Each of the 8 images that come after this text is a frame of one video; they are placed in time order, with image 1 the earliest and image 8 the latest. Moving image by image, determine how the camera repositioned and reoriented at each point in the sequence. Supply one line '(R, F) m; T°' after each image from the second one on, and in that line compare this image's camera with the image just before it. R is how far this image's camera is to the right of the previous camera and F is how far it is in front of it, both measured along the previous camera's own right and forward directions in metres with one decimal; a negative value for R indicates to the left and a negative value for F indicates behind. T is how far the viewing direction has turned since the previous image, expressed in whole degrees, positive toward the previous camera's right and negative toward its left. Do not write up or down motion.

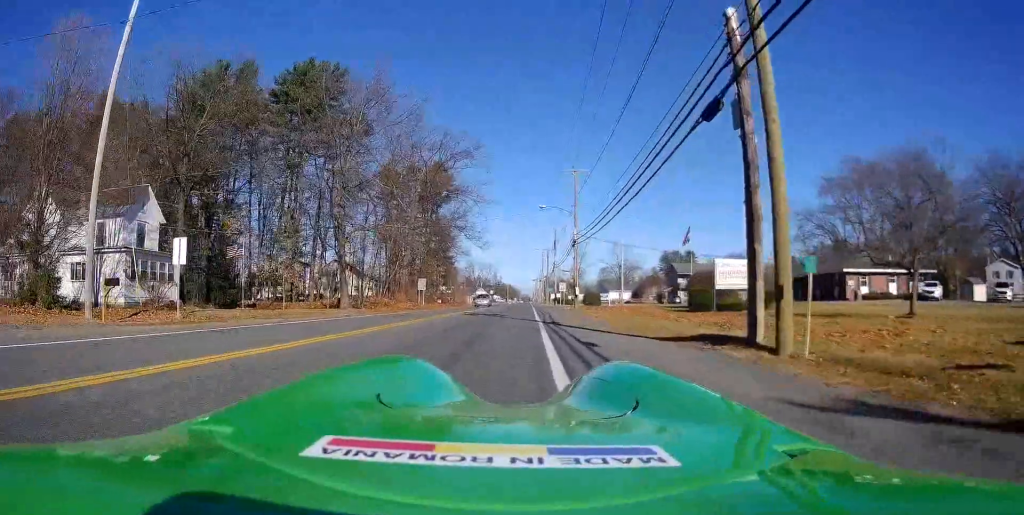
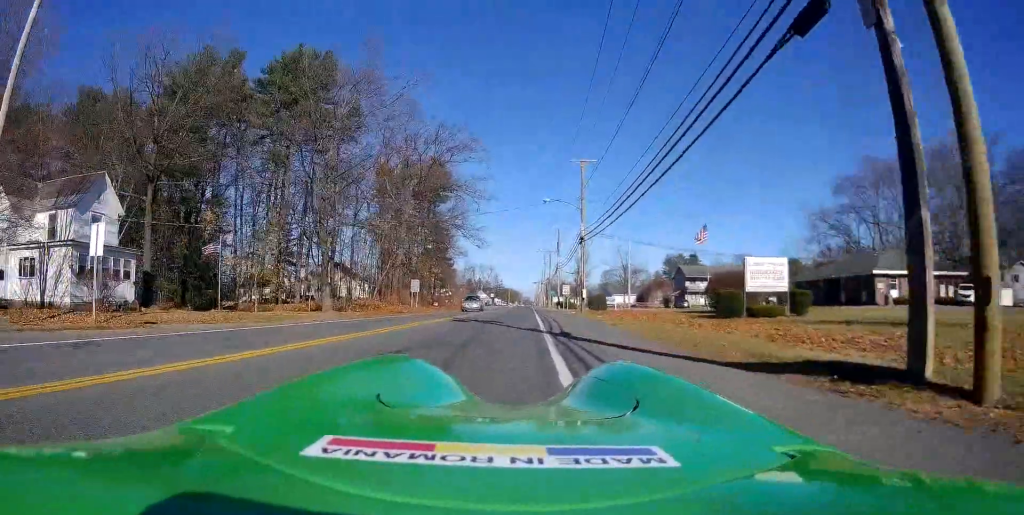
(0.0, +4.9) m; 0°
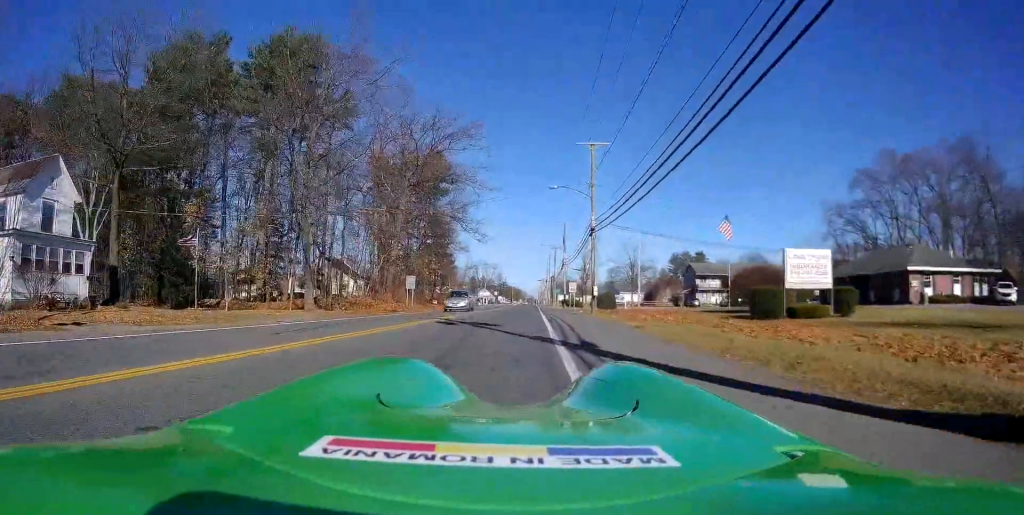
(-0.1, +4.6) m; 0°
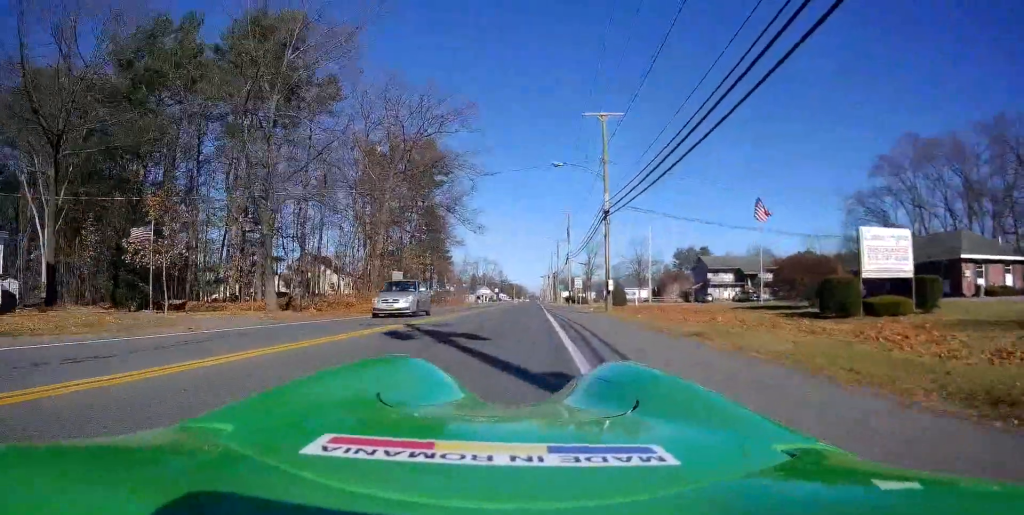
(+0.2, +6.3) m; -3°
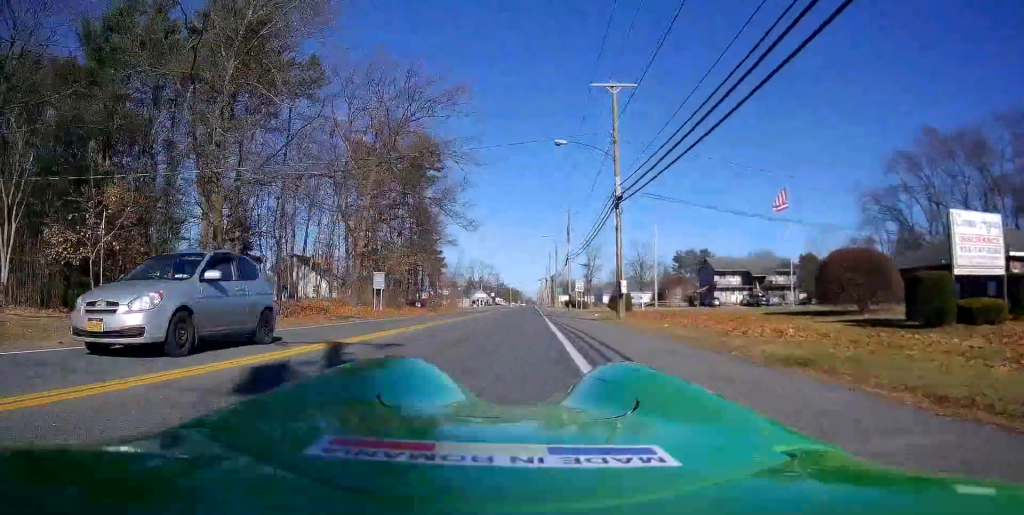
(-0.1, +5.2) m; -2°
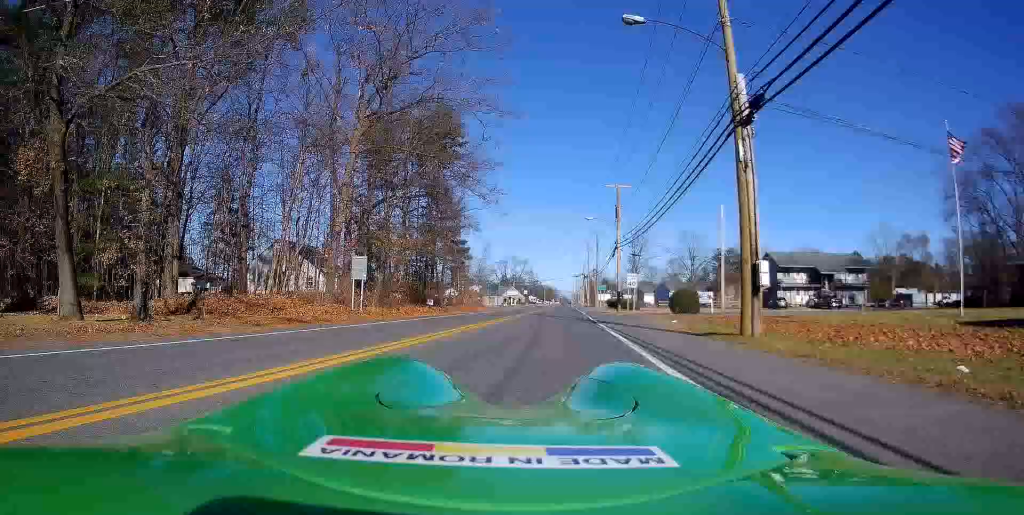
(-0.3, +13.4) m; -2°
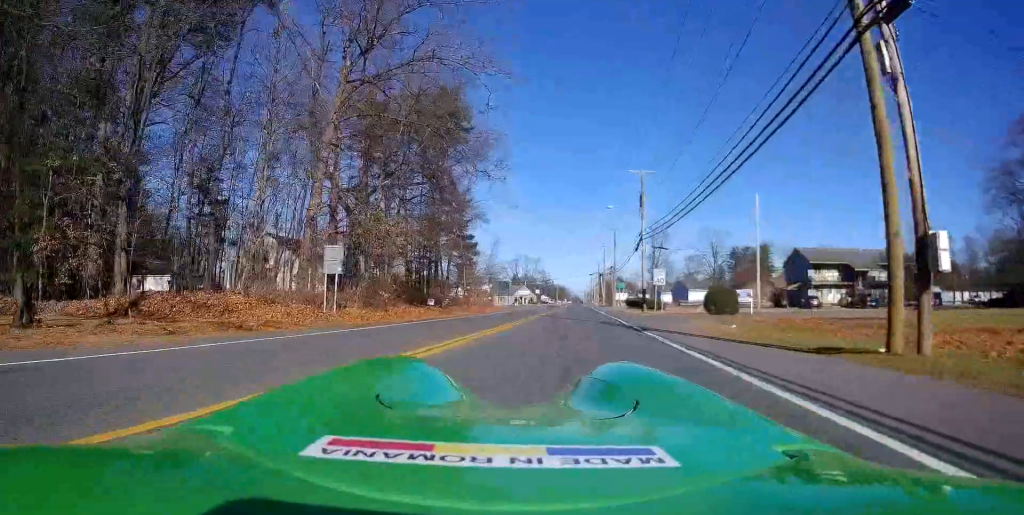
(-0.3, +6.2) m; -2°
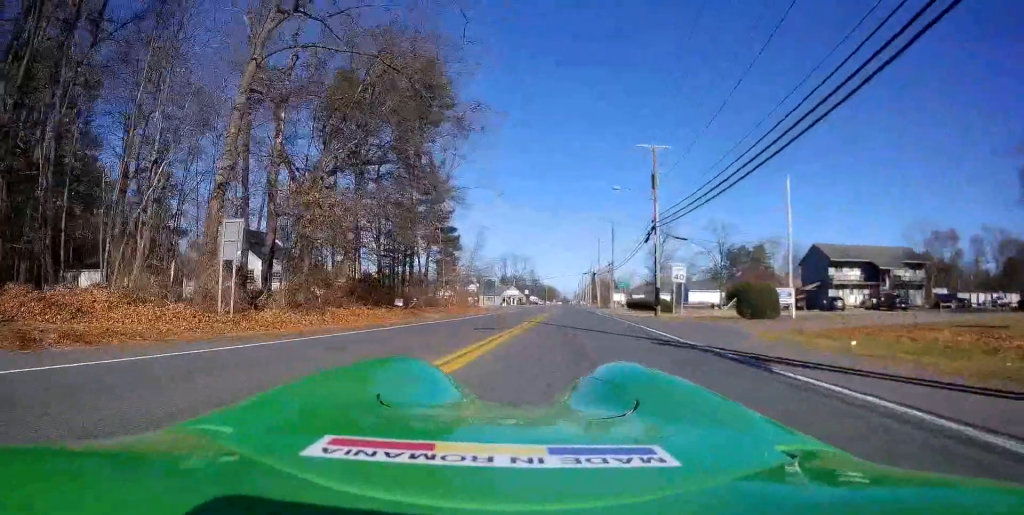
(-0.1, +8.6) m; +3°
